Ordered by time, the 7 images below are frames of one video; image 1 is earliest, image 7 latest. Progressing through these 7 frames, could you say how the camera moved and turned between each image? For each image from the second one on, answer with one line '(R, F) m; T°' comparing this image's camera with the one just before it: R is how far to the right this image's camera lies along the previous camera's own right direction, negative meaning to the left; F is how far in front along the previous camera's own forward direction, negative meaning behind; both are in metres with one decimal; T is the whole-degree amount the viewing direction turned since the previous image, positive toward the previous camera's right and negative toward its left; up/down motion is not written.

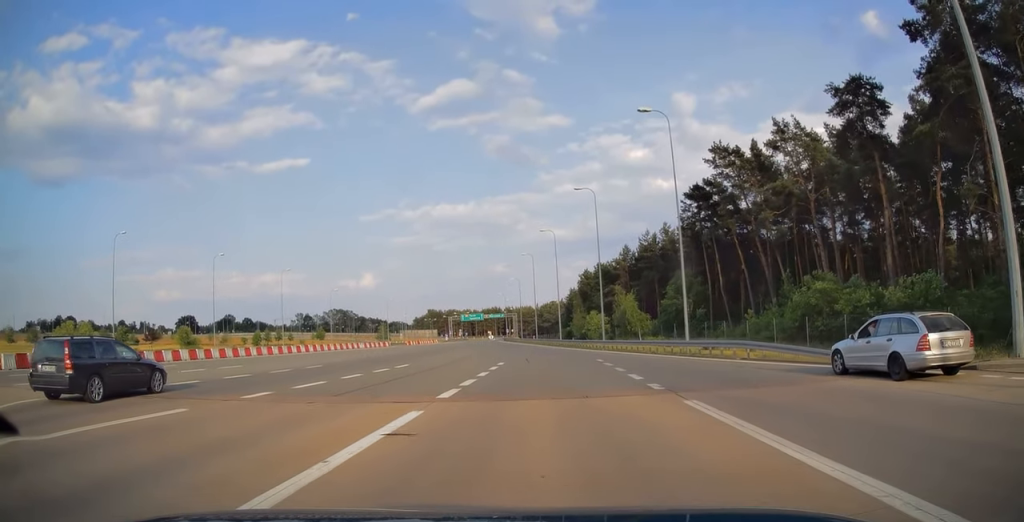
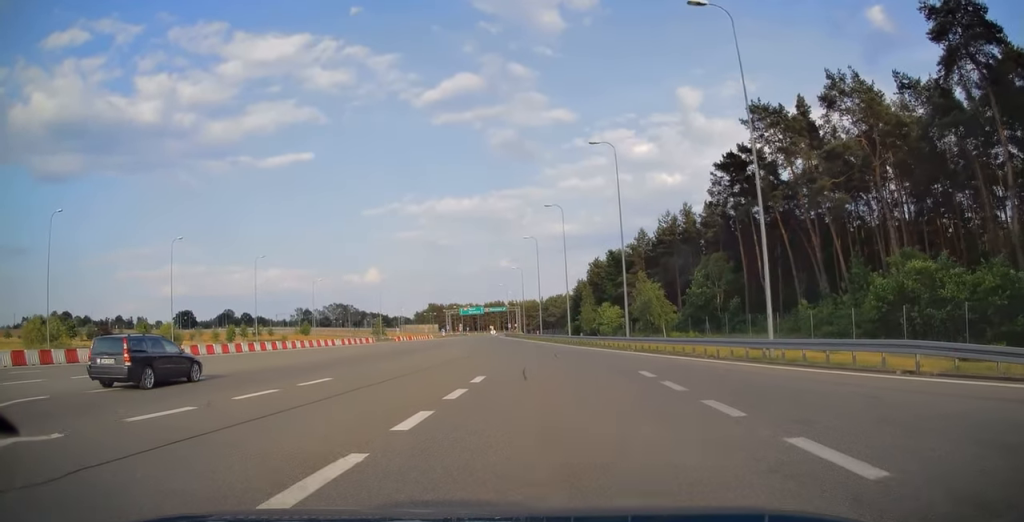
(+0.1, +13.2) m; -1°
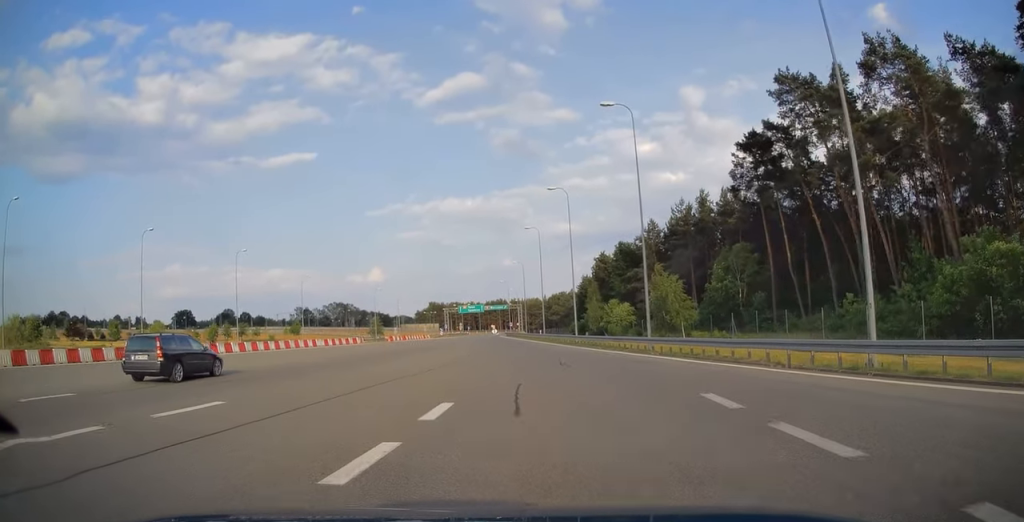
(-0.1, +7.9) m; 0°
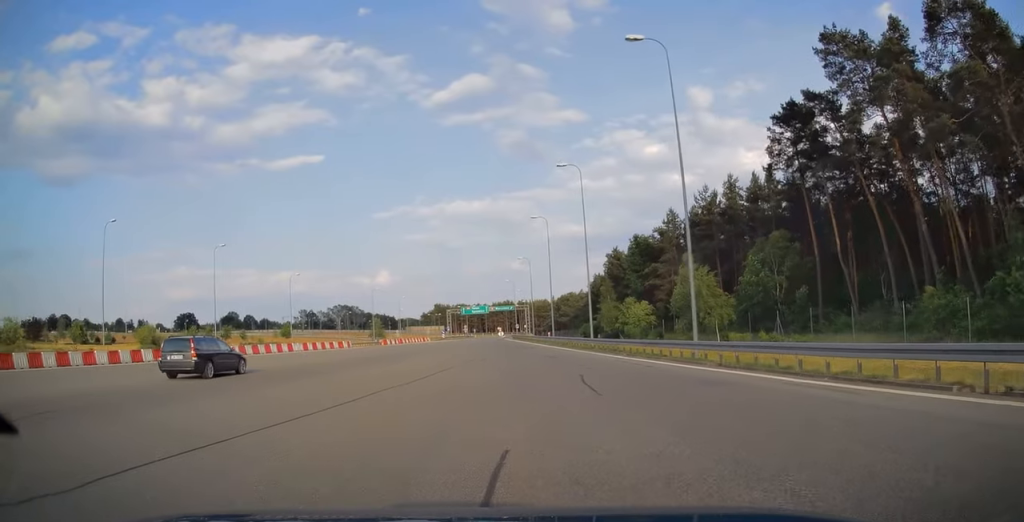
(+0.2, +9.2) m; +1°
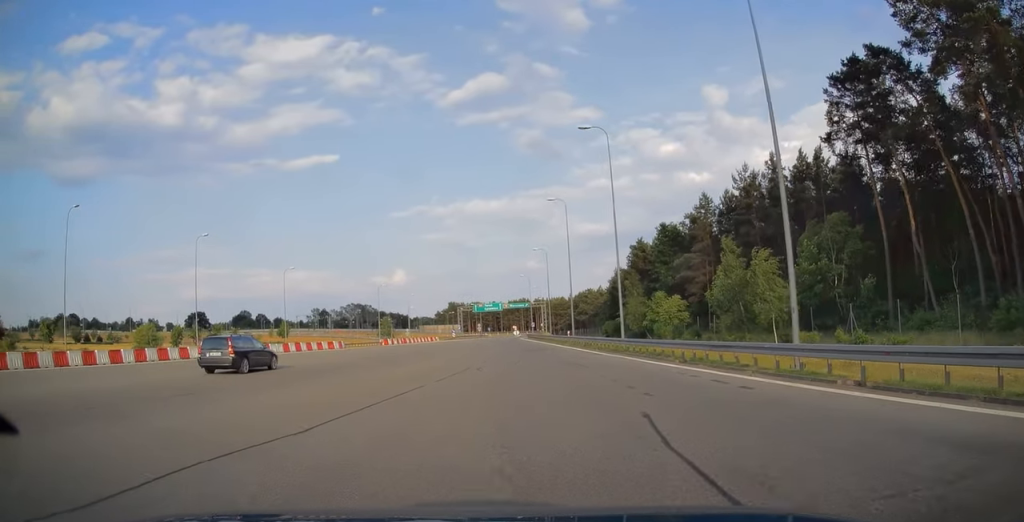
(0.0, +8.8) m; -1°
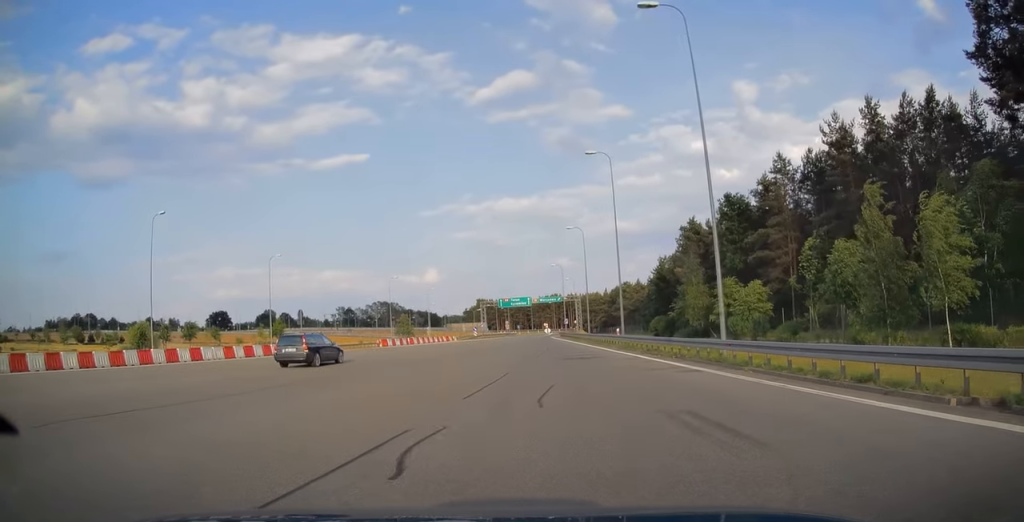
(-0.7, +15.3) m; -5°
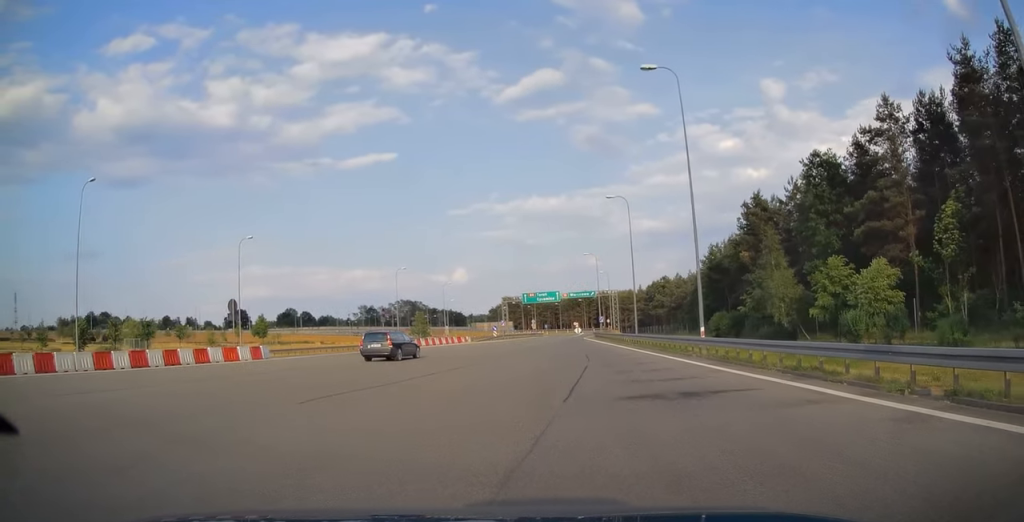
(-0.5, +15.2) m; -2°
